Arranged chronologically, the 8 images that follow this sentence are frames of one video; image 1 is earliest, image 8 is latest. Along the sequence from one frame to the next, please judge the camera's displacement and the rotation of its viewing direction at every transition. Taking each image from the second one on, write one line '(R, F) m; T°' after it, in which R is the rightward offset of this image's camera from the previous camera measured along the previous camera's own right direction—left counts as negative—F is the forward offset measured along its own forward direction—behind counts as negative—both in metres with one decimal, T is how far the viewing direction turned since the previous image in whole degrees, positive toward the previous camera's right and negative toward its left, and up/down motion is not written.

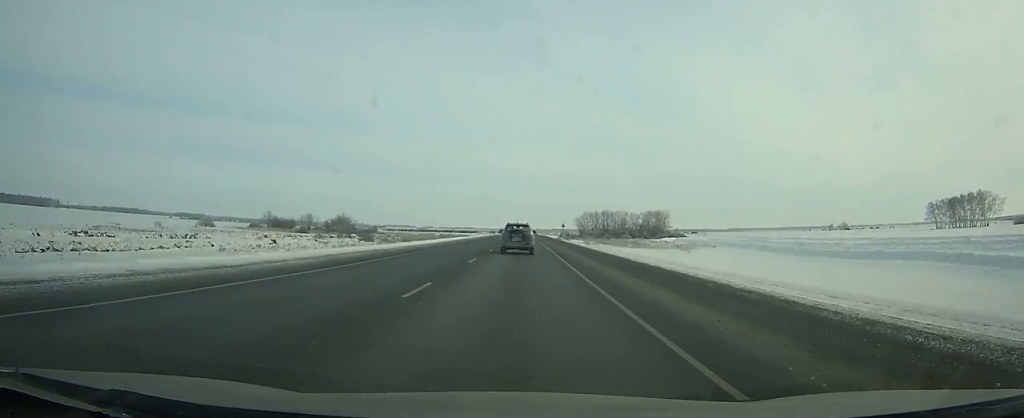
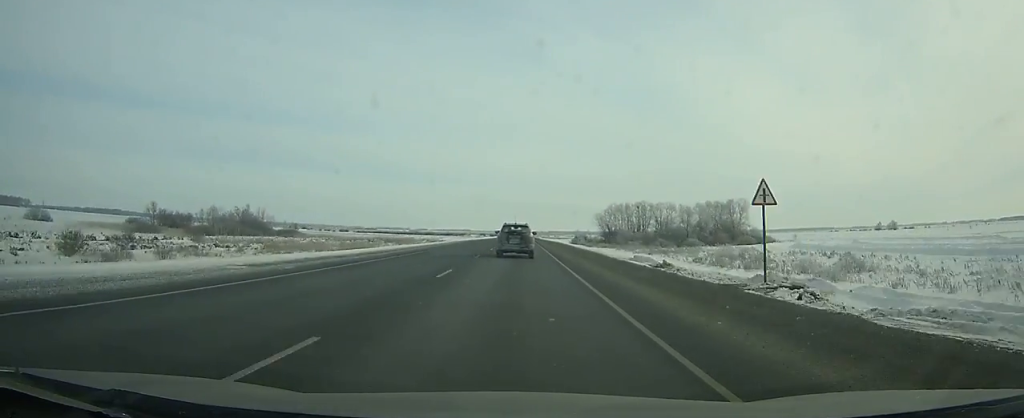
(0.0, +90.3) m; 0°
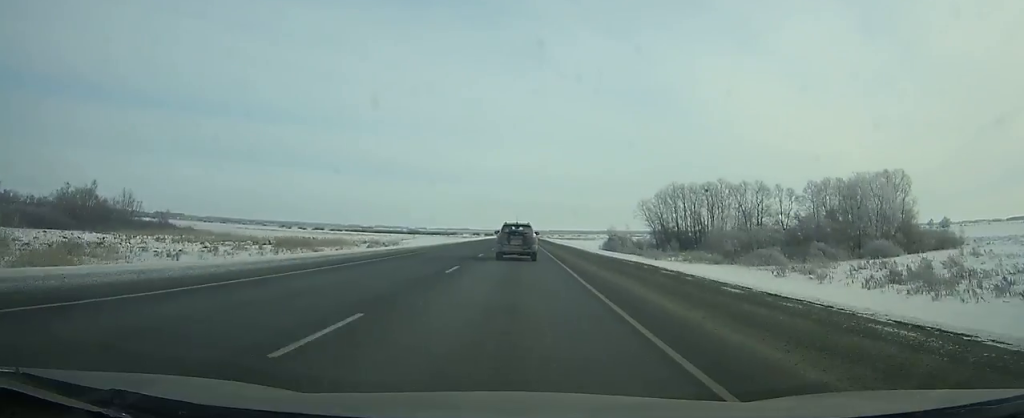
(0.0, +69.7) m; 0°
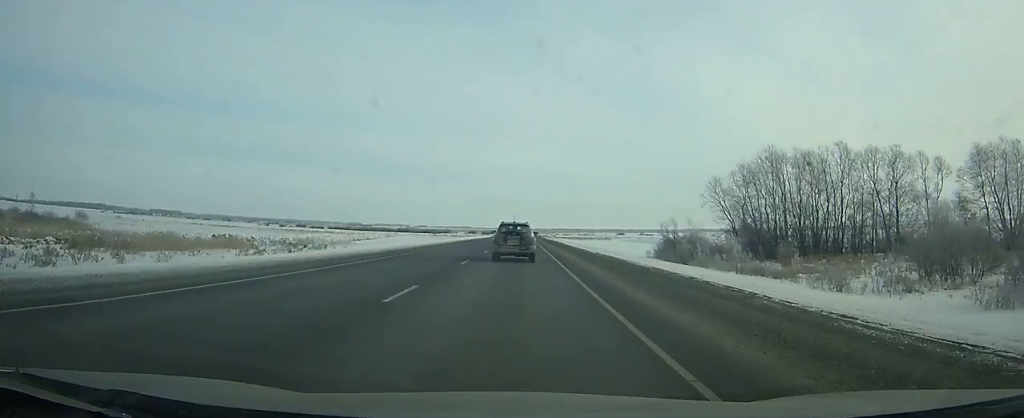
(0.0, +43.3) m; 0°
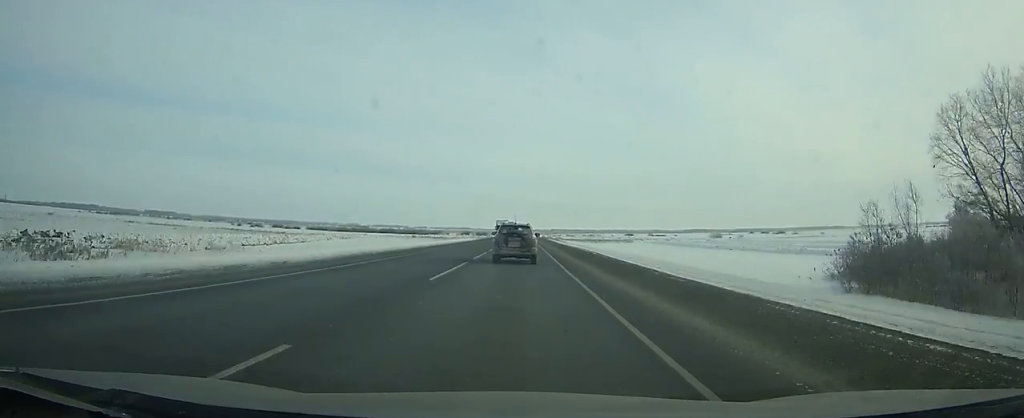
(0.0, +43.3) m; 0°
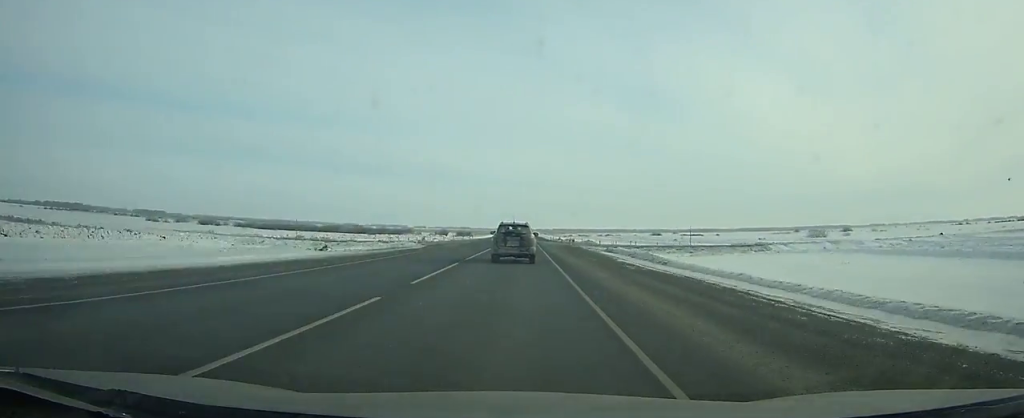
(-0.1, +98.4) m; 0°
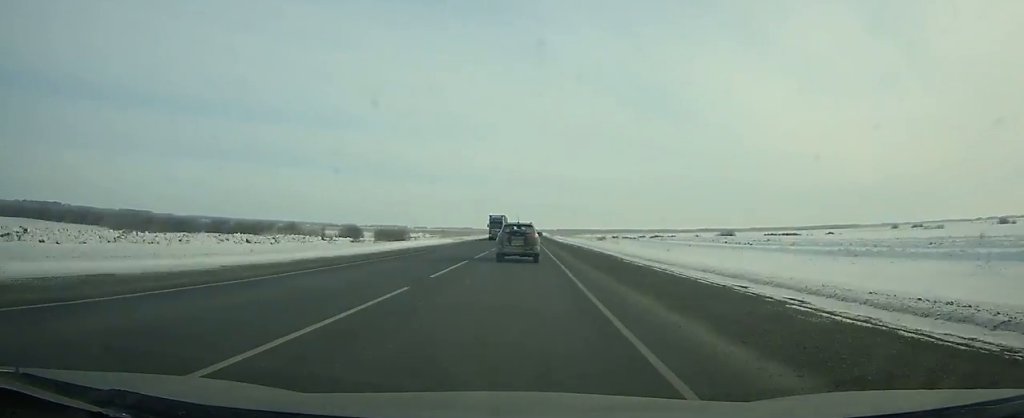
(-0.1, +136.4) m; 0°
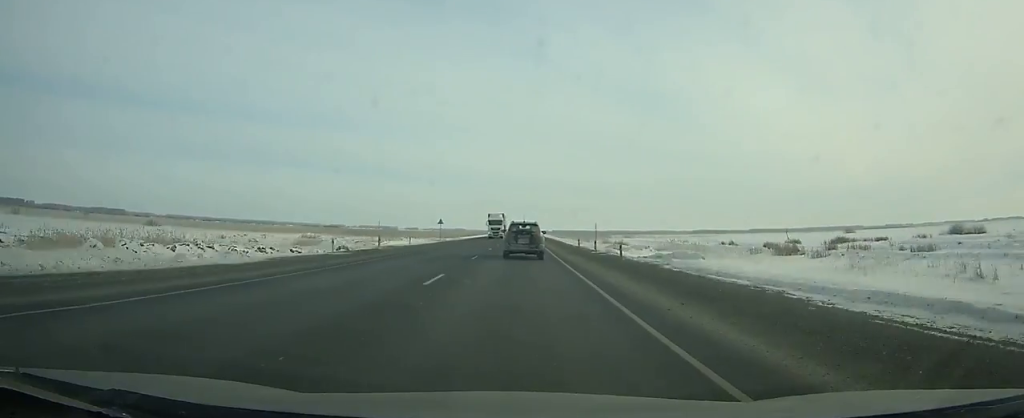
(-0.2, +165.0) m; 0°
